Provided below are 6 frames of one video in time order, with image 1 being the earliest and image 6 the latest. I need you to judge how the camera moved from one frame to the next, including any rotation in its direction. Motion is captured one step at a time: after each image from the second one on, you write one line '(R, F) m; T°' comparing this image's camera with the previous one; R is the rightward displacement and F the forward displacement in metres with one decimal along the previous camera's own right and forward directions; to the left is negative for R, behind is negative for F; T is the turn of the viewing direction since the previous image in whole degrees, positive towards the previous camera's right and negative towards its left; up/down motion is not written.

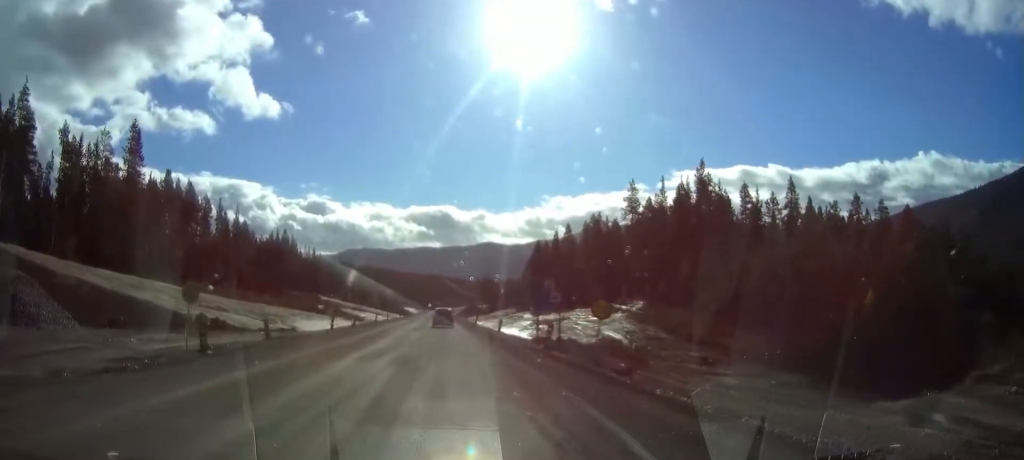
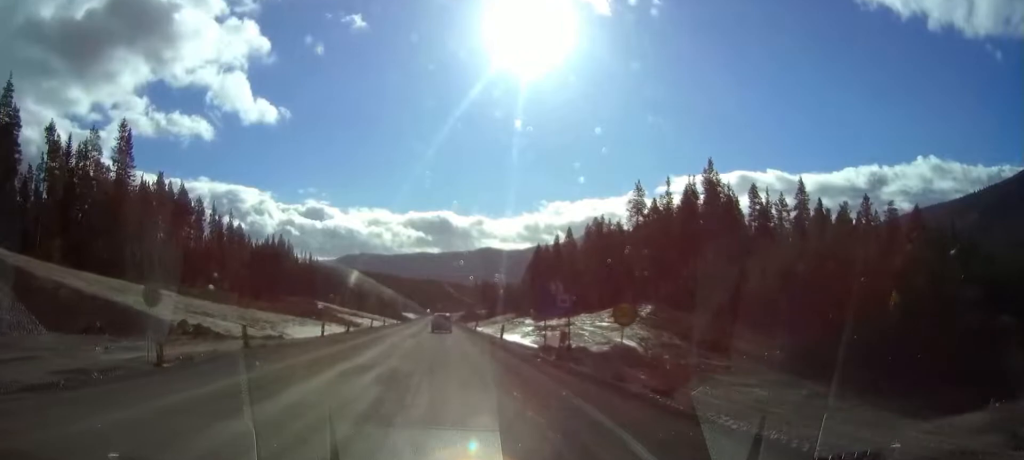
(0.0, +3.8) m; 0°
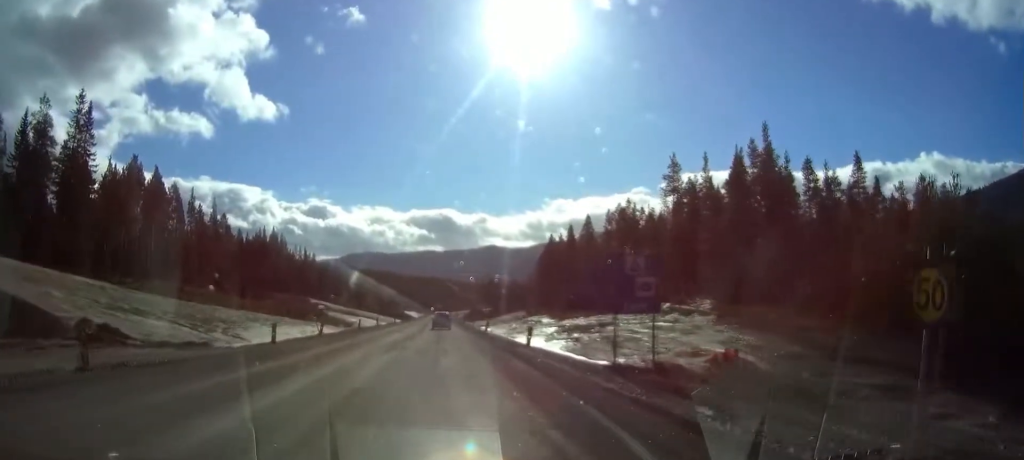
(-0.1, +15.4) m; -1°
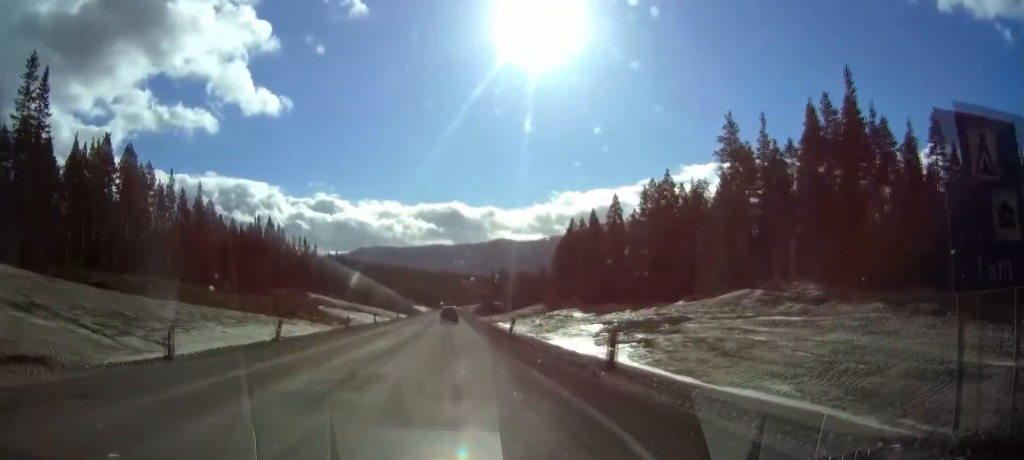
(-0.1, +15.5) m; 0°
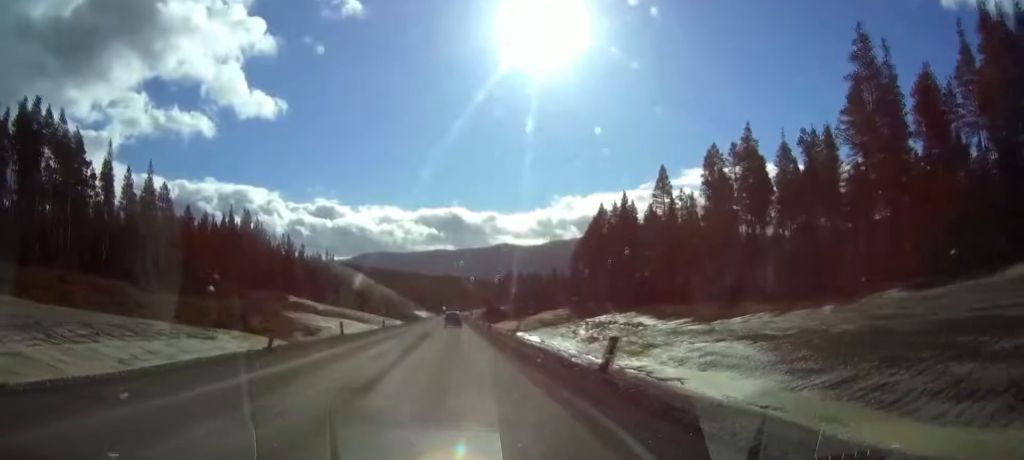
(0.0, +25.7) m; 0°
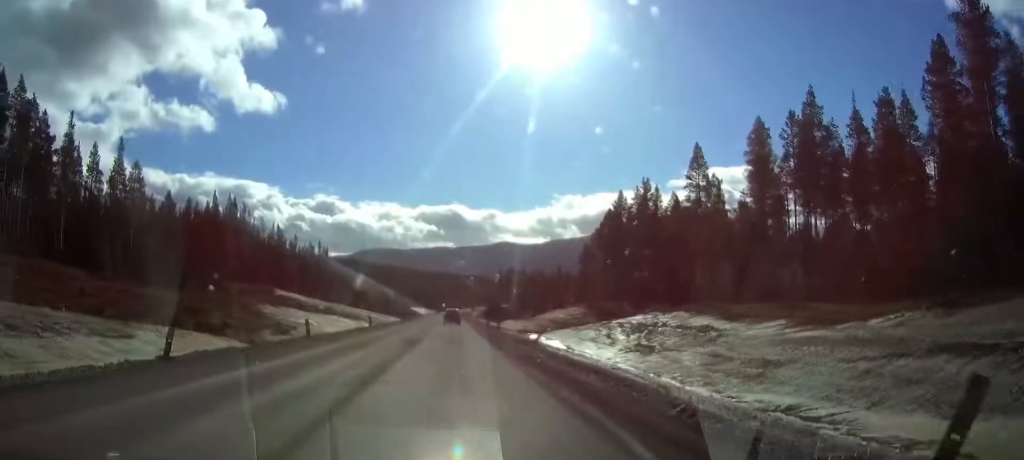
(0.0, +12.5) m; 0°
